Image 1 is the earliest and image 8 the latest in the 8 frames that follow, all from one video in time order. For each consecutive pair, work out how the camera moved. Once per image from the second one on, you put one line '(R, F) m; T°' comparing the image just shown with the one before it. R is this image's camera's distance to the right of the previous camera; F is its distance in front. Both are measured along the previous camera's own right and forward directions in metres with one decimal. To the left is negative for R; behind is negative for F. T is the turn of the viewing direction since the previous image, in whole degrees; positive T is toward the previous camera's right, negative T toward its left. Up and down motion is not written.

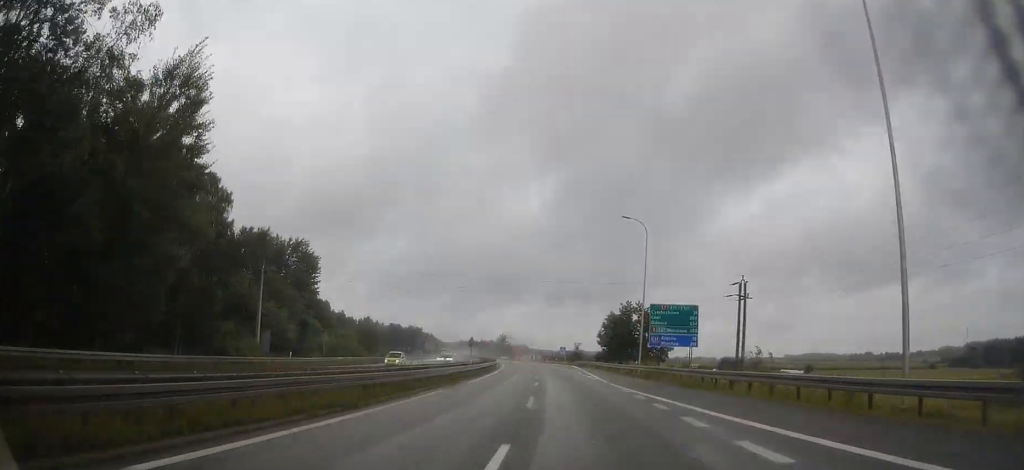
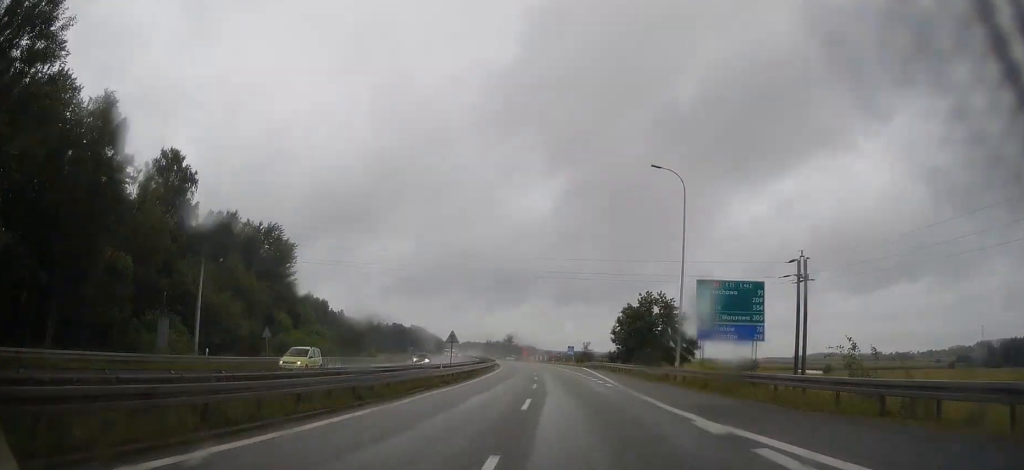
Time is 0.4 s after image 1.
(0.0, +13.0) m; -1°
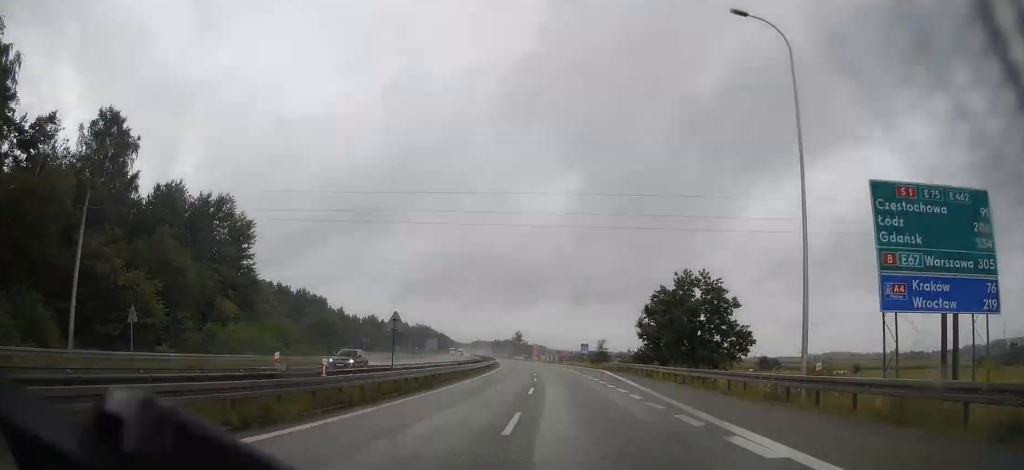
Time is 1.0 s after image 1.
(+0.1, +16.9) m; -1°
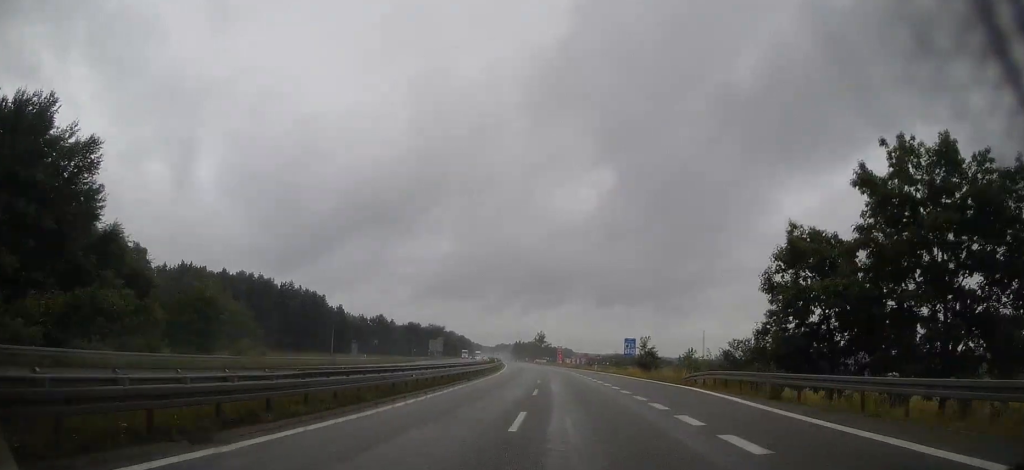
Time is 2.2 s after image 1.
(-0.9, +34.8) m; -2°
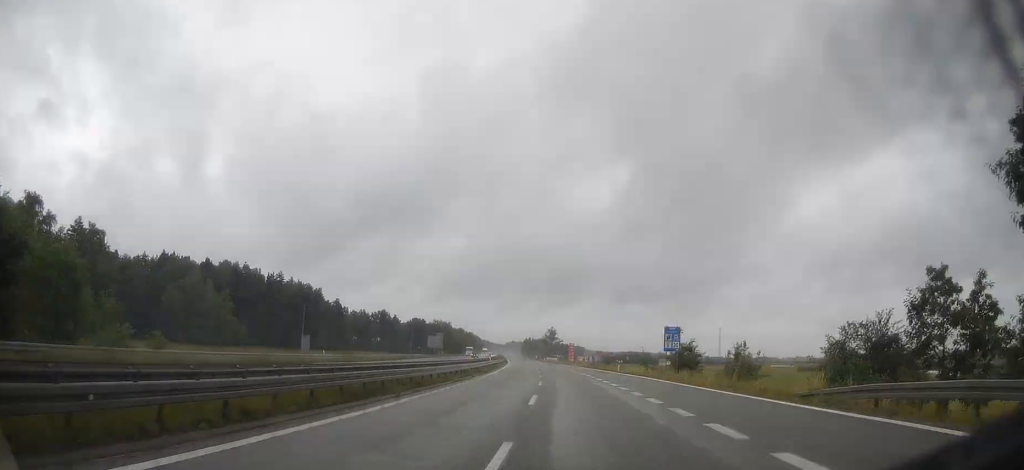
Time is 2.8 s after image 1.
(-0.1, +17.9) m; 0°
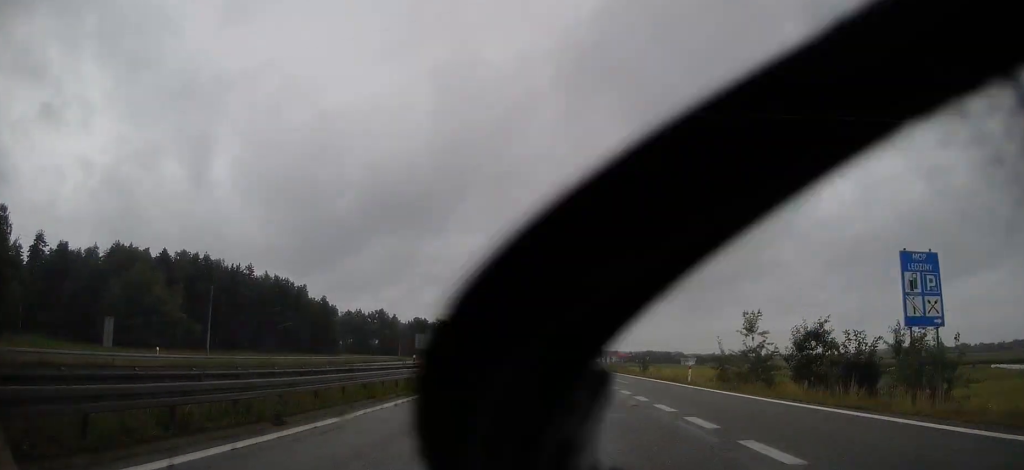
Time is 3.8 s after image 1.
(-0.1, +29.9) m; -1°
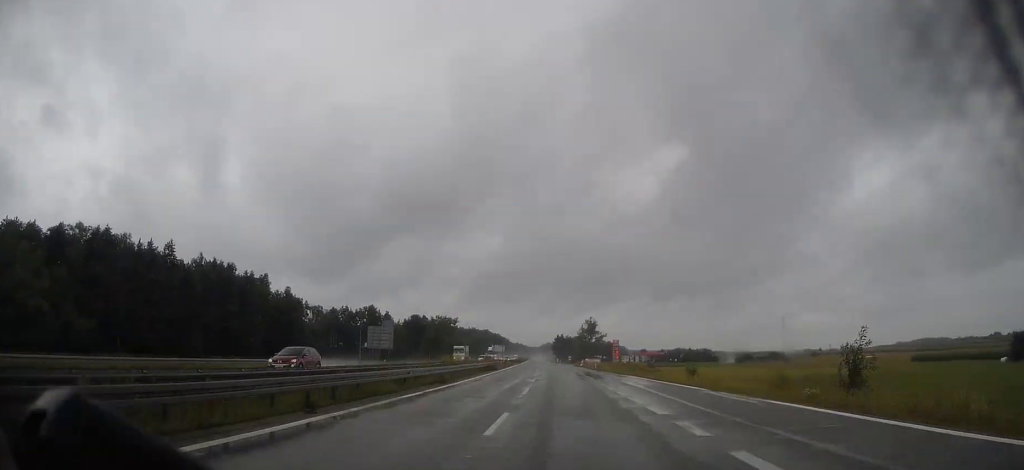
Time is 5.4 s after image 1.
(-1.1, +47.8) m; -2°
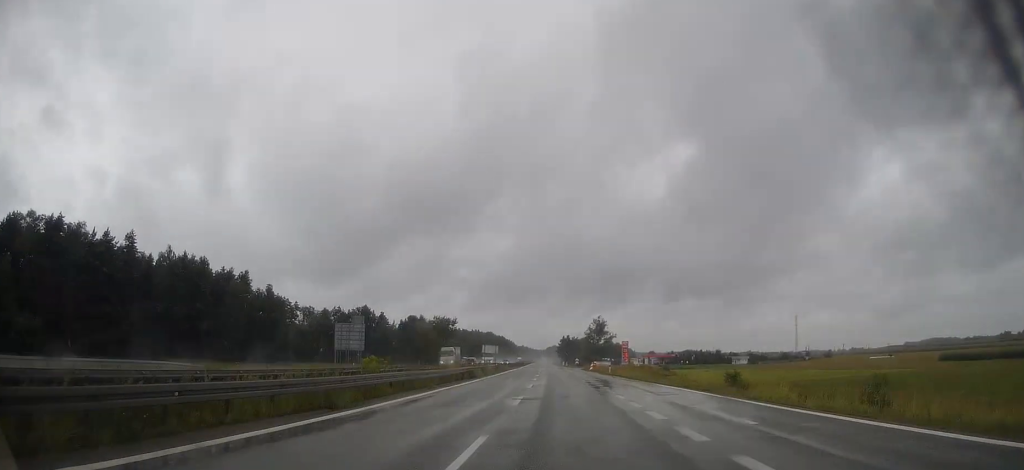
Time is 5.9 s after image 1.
(+0.2, +16.0) m; -1°
